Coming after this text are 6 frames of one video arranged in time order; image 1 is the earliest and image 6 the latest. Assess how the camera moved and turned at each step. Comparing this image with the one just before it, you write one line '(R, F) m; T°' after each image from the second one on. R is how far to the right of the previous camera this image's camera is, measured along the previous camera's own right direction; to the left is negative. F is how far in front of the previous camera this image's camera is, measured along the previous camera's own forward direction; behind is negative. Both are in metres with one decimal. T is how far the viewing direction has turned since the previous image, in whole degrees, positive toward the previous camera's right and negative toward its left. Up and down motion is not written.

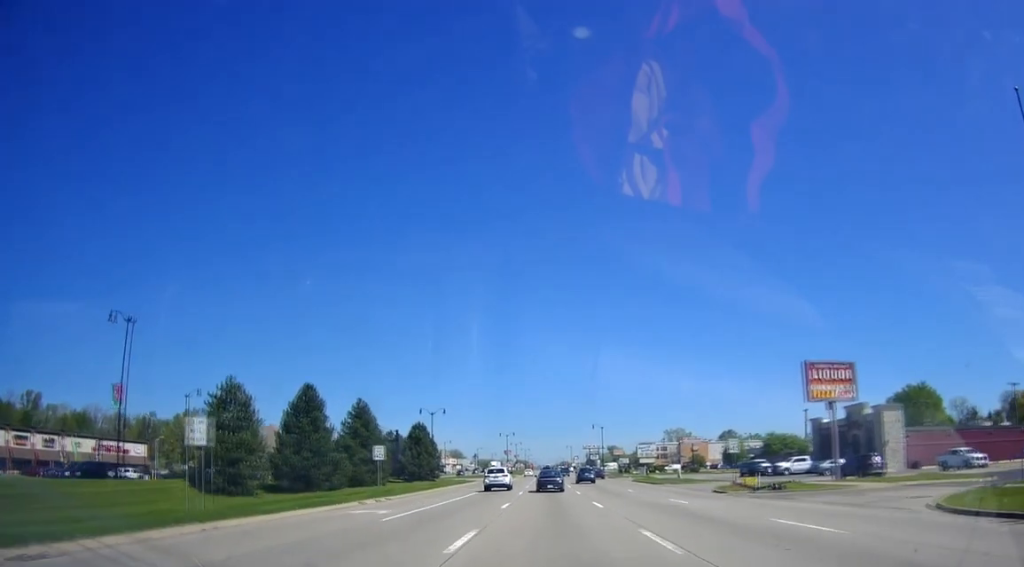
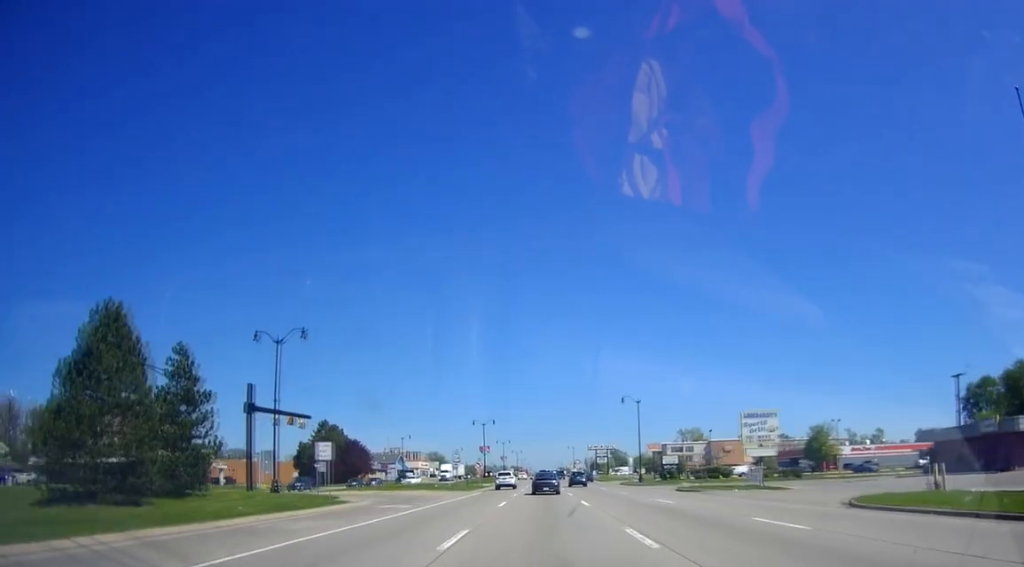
(+1.2, +58.6) m; +1°
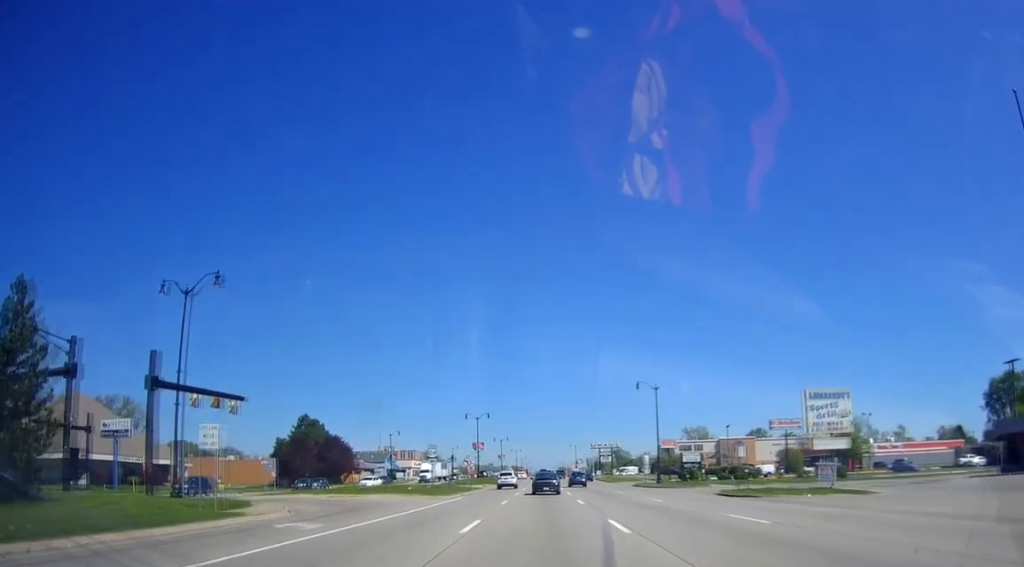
(+0.2, +12.7) m; -2°
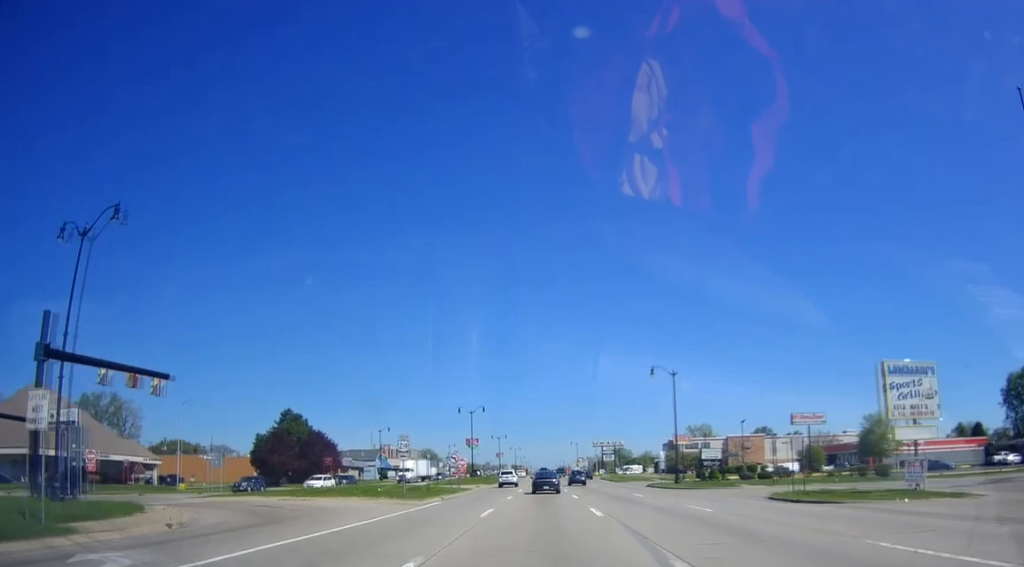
(-0.3, +9.3) m; 0°
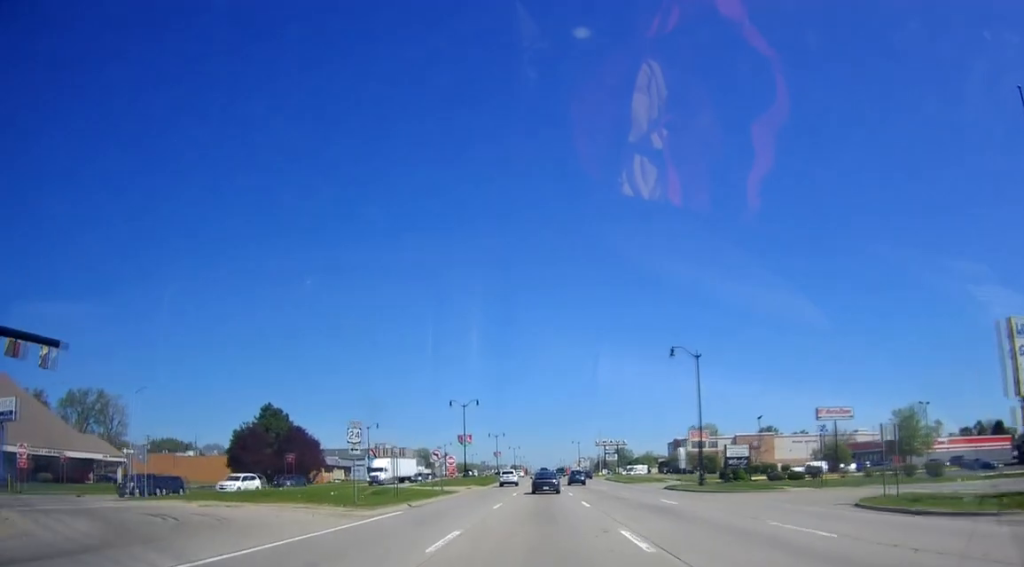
(-0.4, +9.3) m; 0°
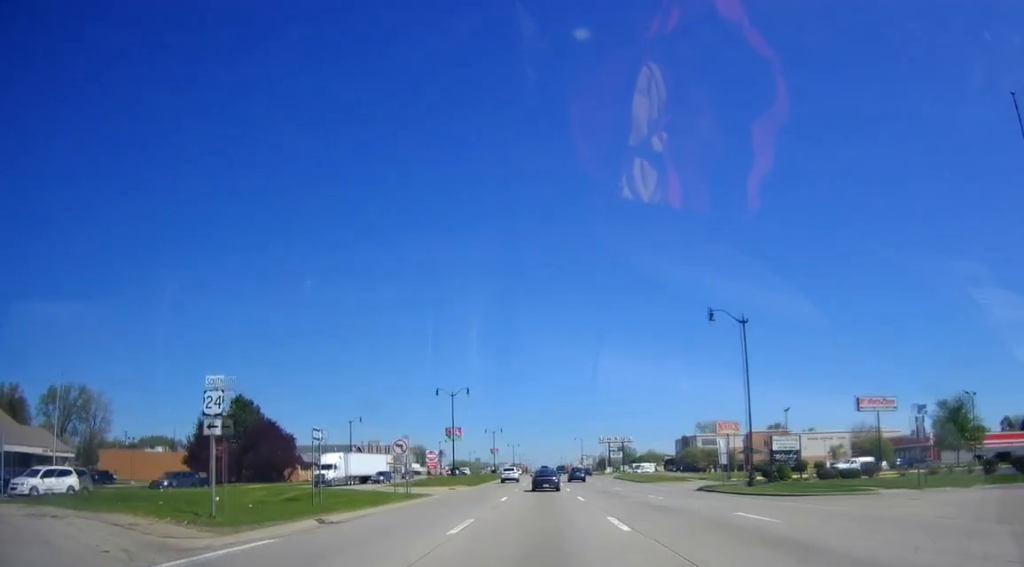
(+0.3, +12.0) m; +1°
